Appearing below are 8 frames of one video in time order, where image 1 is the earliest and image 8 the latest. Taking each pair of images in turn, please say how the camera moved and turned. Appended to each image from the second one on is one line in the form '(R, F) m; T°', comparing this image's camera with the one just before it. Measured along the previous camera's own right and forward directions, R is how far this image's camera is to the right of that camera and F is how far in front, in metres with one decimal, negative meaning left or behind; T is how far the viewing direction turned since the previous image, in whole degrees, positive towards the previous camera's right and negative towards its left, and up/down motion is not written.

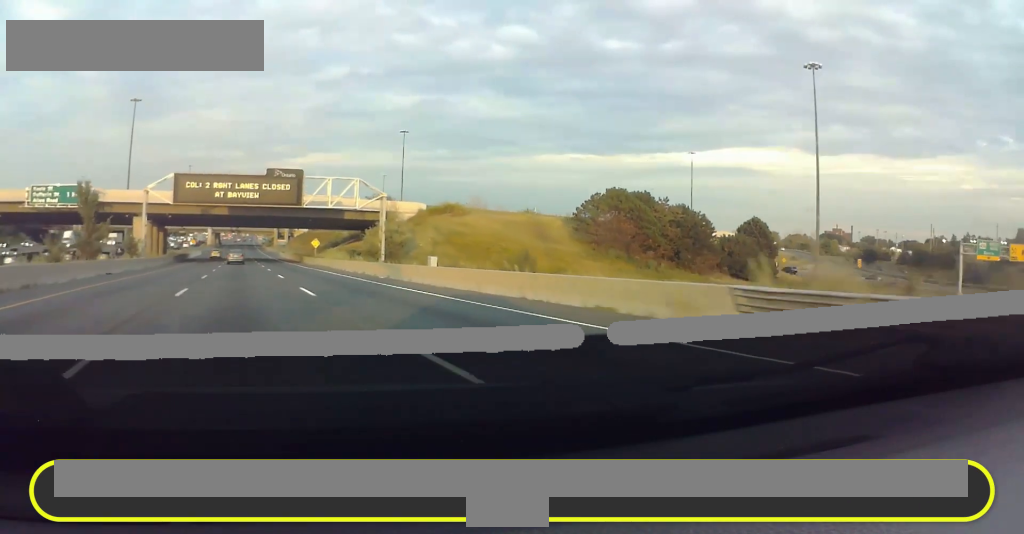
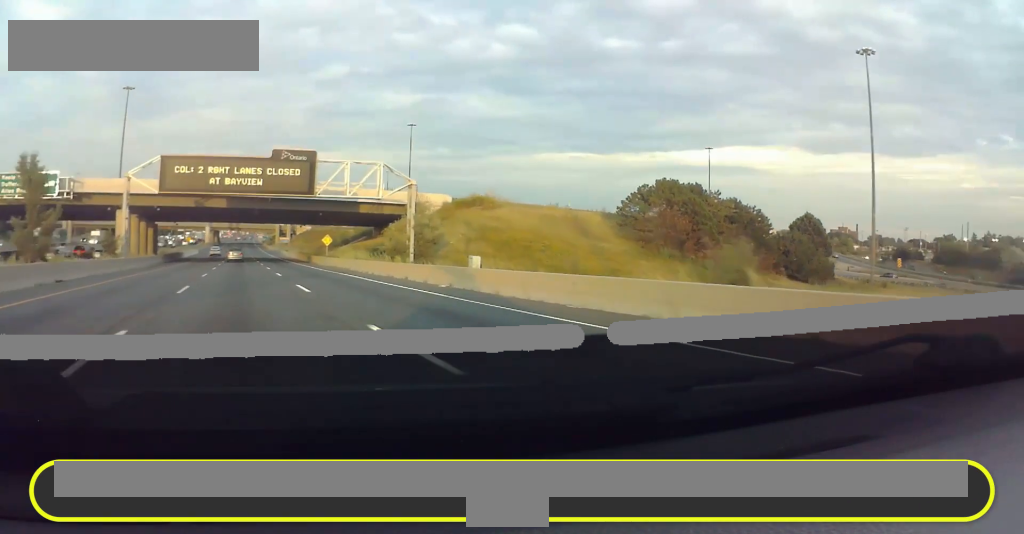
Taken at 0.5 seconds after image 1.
(0.0, +11.4) m; 0°
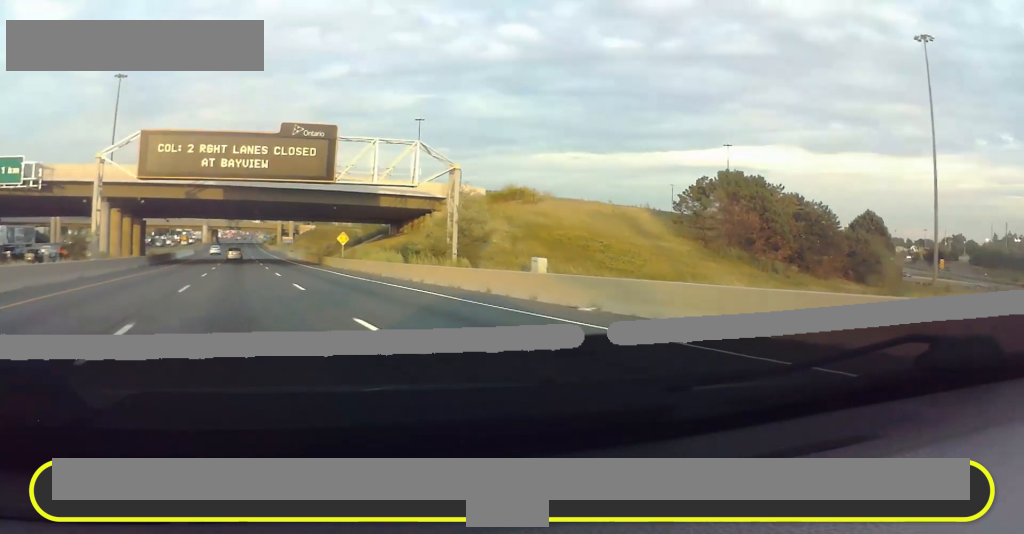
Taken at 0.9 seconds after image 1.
(0.0, +11.5) m; 0°
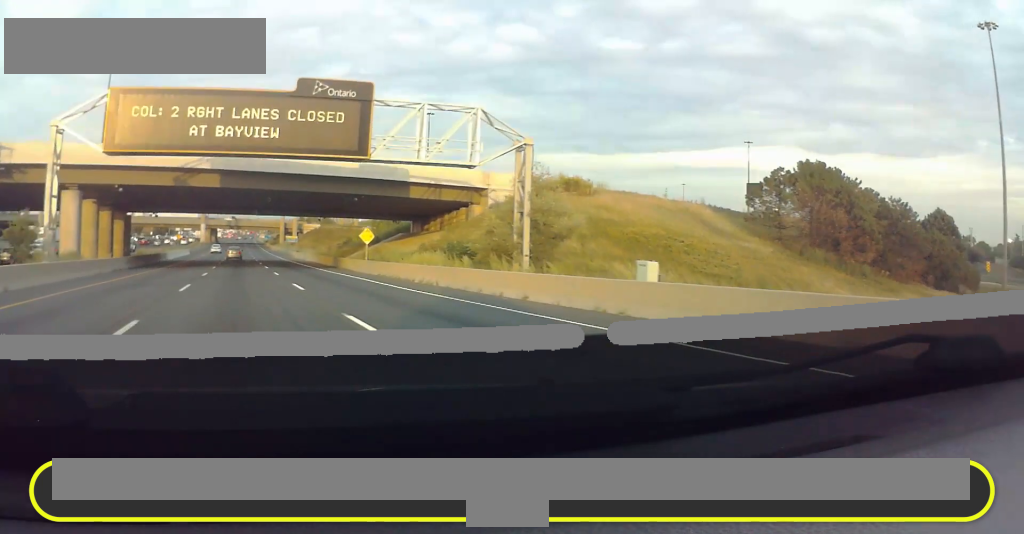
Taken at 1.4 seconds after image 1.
(0.0, +11.5) m; 0°
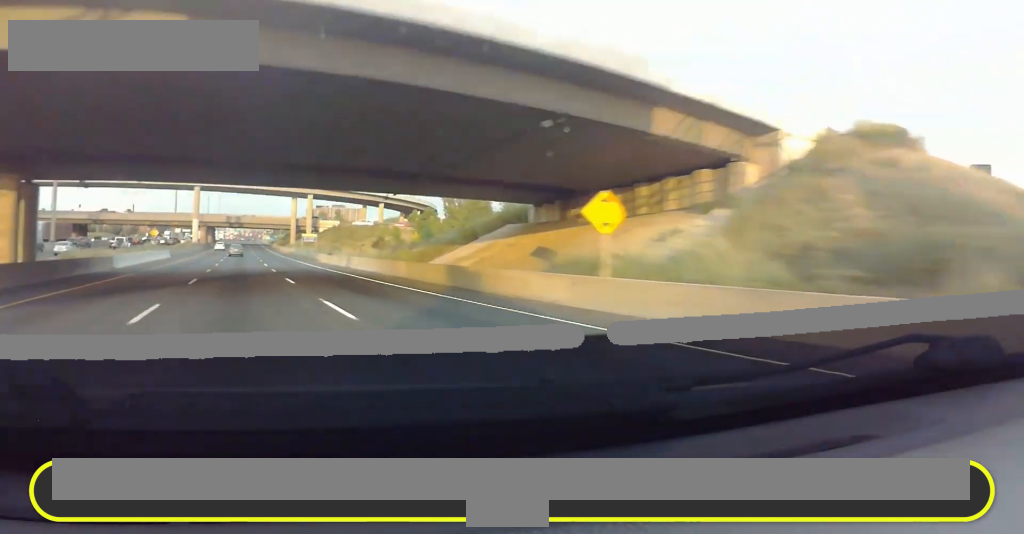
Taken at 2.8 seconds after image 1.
(+0.2, +34.7) m; +1°
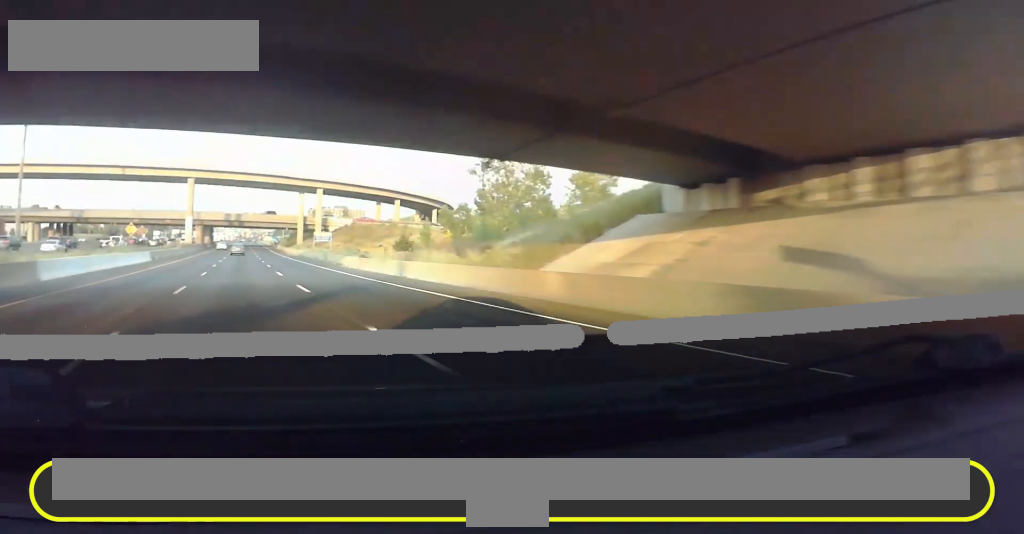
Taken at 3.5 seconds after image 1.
(+0.1, +17.9) m; 0°
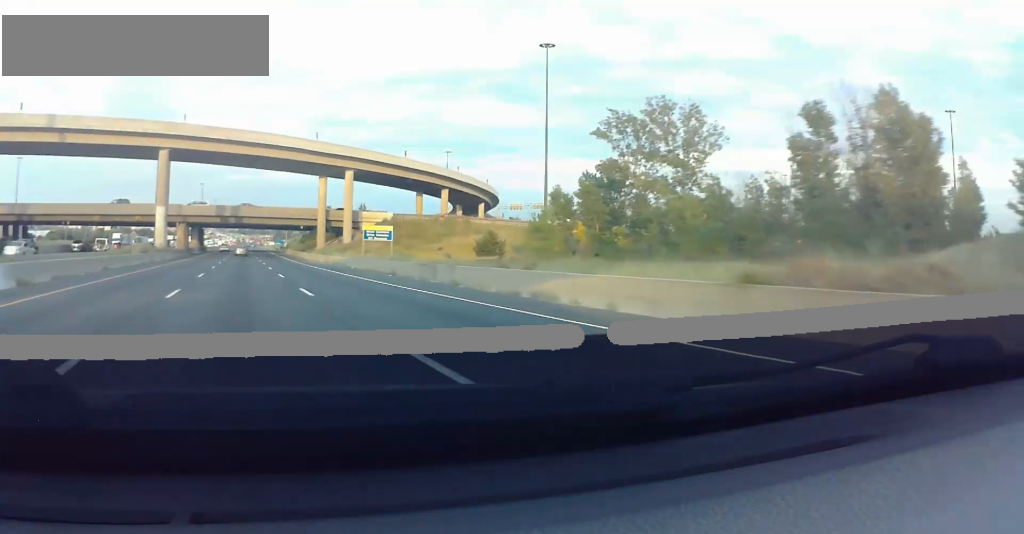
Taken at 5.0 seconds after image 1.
(-0.2, +39.3) m; -1°
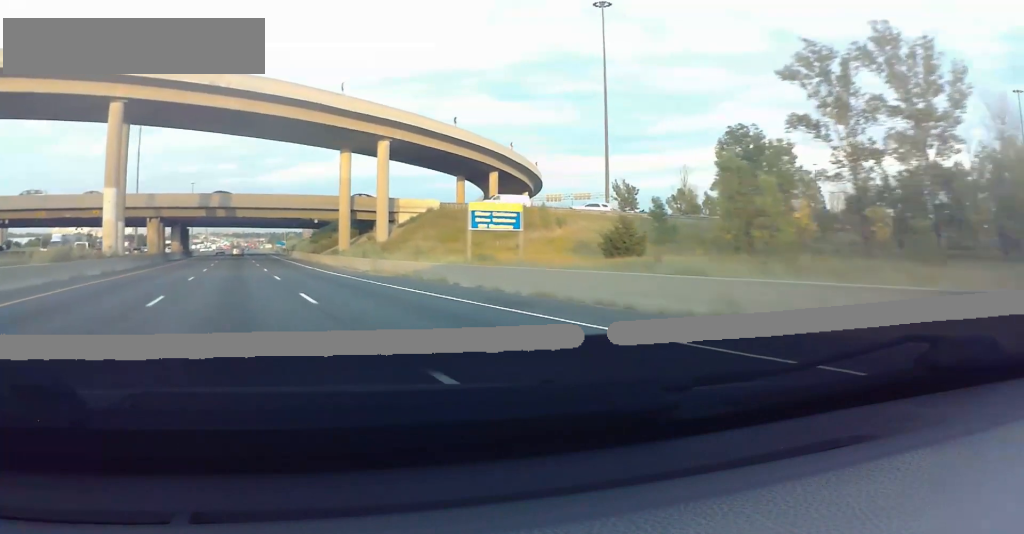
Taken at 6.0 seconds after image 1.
(-0.1, +26.4) m; +1°
